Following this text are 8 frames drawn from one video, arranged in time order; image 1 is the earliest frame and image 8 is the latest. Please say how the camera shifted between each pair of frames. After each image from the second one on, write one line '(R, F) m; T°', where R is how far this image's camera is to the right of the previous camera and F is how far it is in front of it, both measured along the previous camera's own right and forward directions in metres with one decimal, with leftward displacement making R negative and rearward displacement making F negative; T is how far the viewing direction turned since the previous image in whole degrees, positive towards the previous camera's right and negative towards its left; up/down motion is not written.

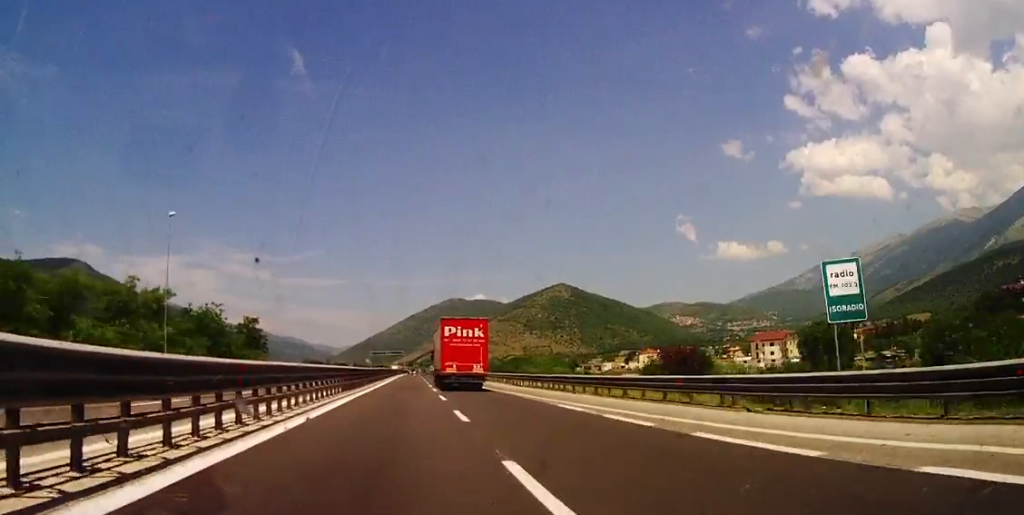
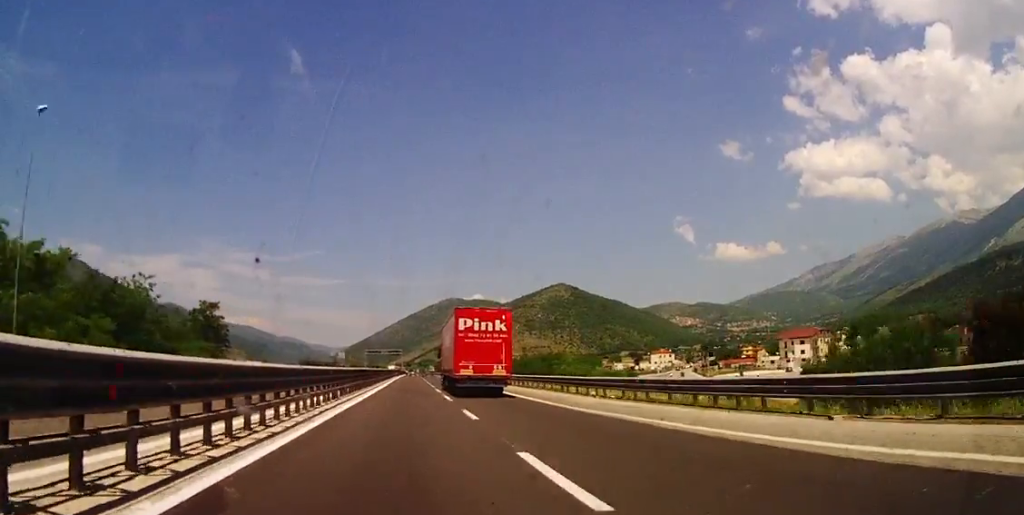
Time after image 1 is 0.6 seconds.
(-0.1, +22.0) m; 0°
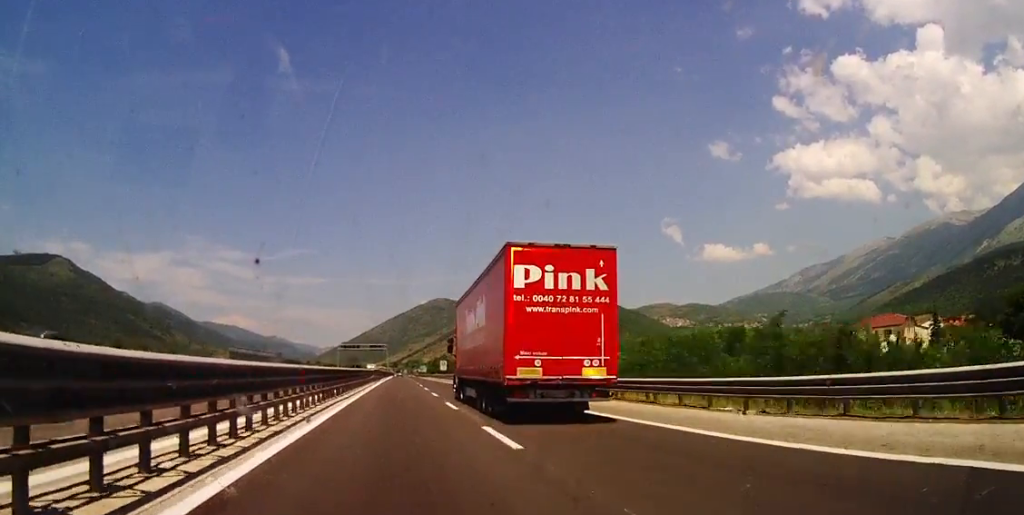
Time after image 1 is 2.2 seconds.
(+0.6, +53.2) m; +2°
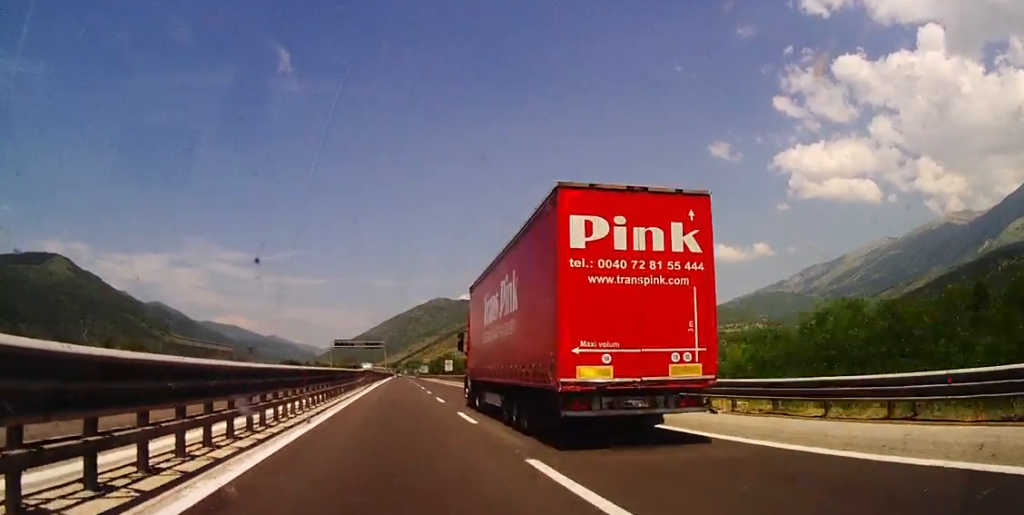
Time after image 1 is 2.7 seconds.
(+0.2, +17.3) m; 0°
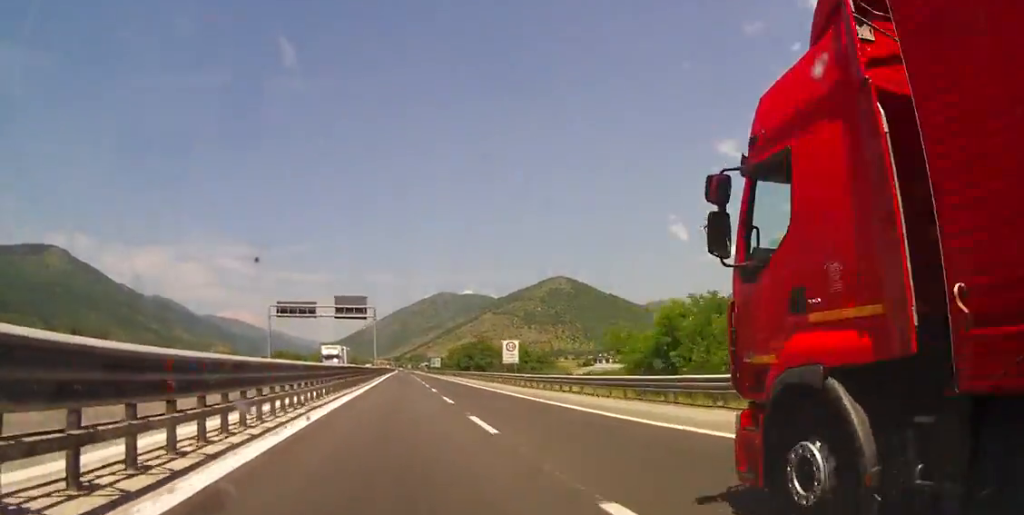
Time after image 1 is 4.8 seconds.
(0.0, +73.5) m; +1°
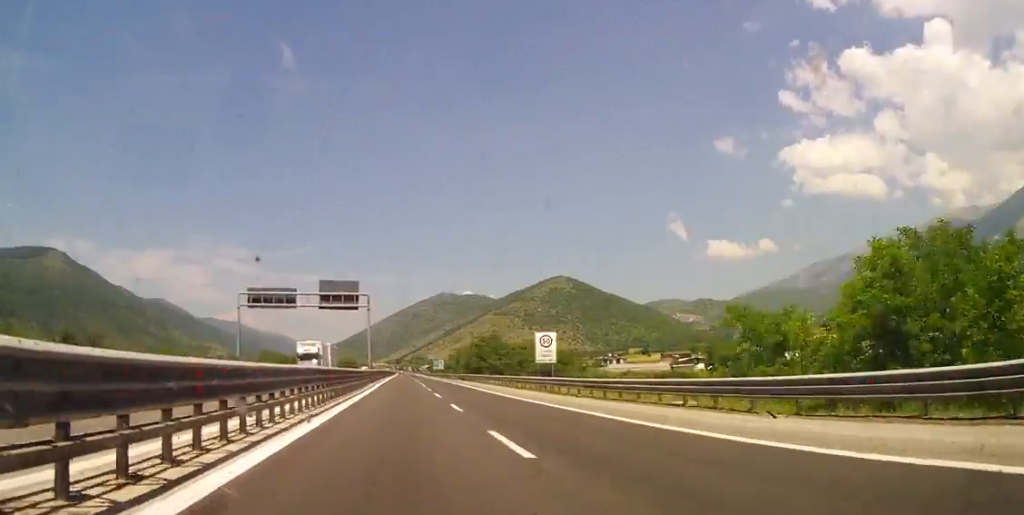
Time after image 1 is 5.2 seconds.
(+0.1, +15.1) m; 0°
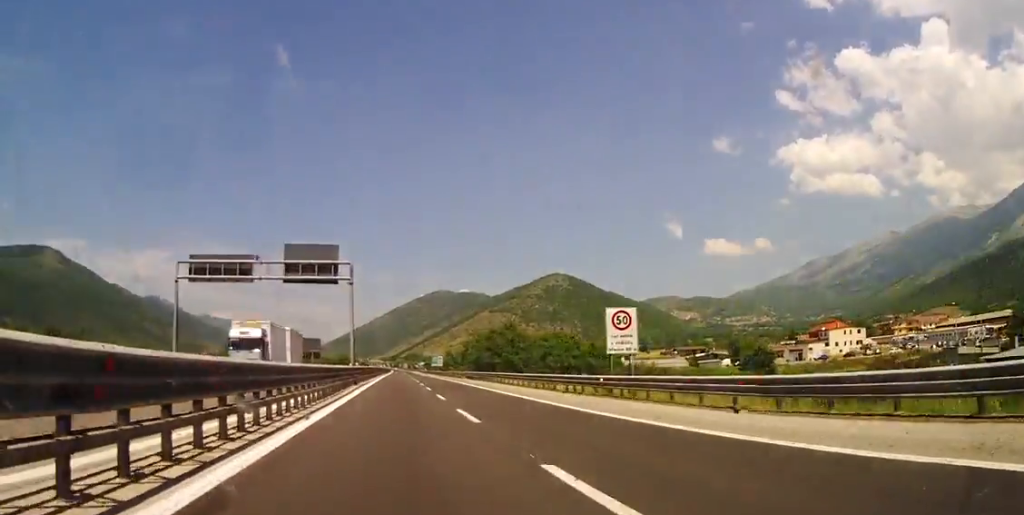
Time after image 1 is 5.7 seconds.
(+0.2, +17.5) m; 0°
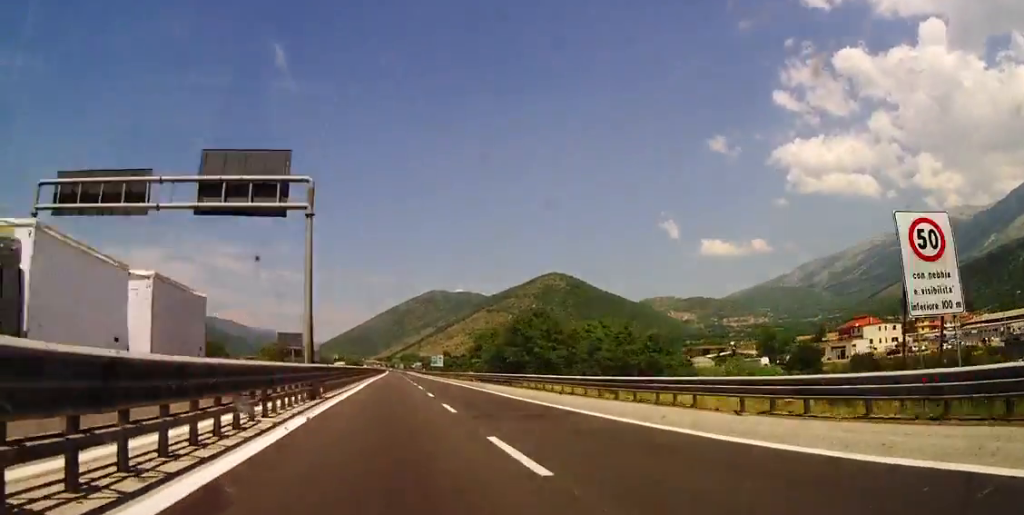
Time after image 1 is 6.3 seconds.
(0.0, +20.0) m; 0°
